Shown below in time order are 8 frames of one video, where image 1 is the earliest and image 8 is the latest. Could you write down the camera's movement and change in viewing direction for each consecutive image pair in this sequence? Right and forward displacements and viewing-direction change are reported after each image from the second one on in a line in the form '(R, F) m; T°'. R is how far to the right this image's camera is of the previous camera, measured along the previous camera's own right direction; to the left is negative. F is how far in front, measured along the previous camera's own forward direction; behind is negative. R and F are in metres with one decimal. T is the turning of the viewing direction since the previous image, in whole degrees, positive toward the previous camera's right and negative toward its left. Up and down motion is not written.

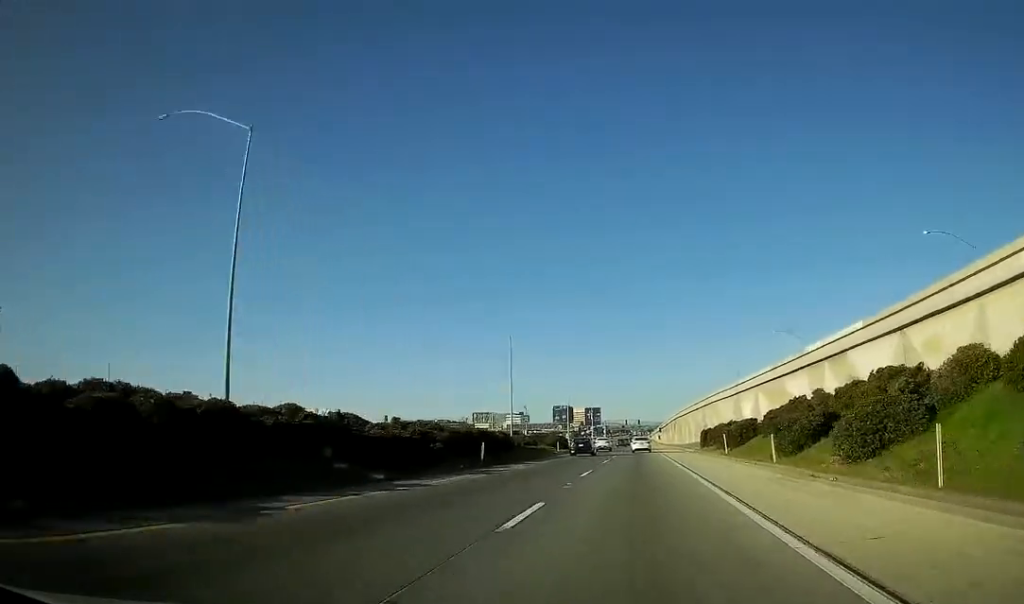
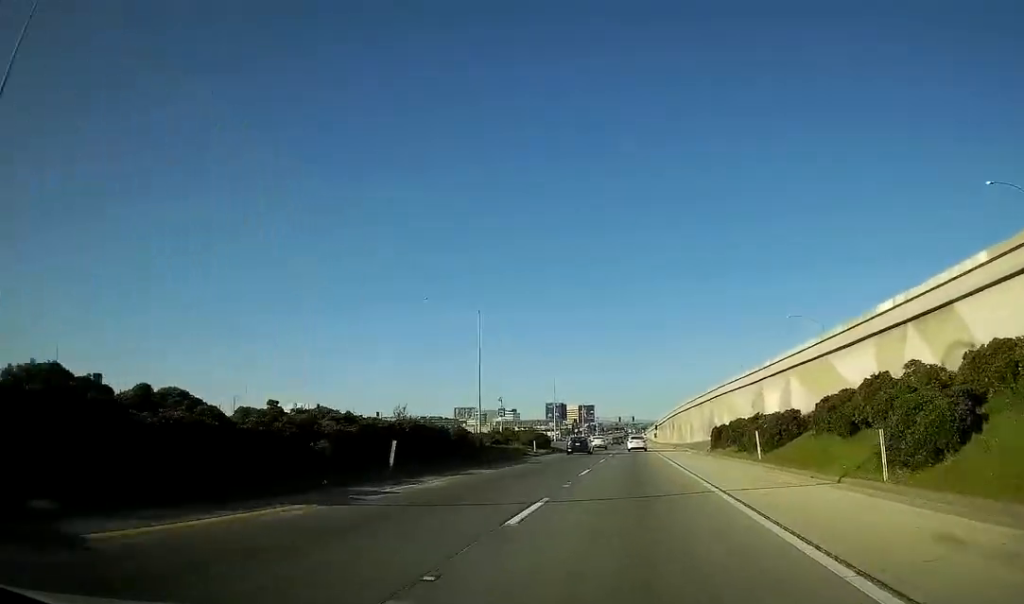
(0.0, +13.9) m; 0°
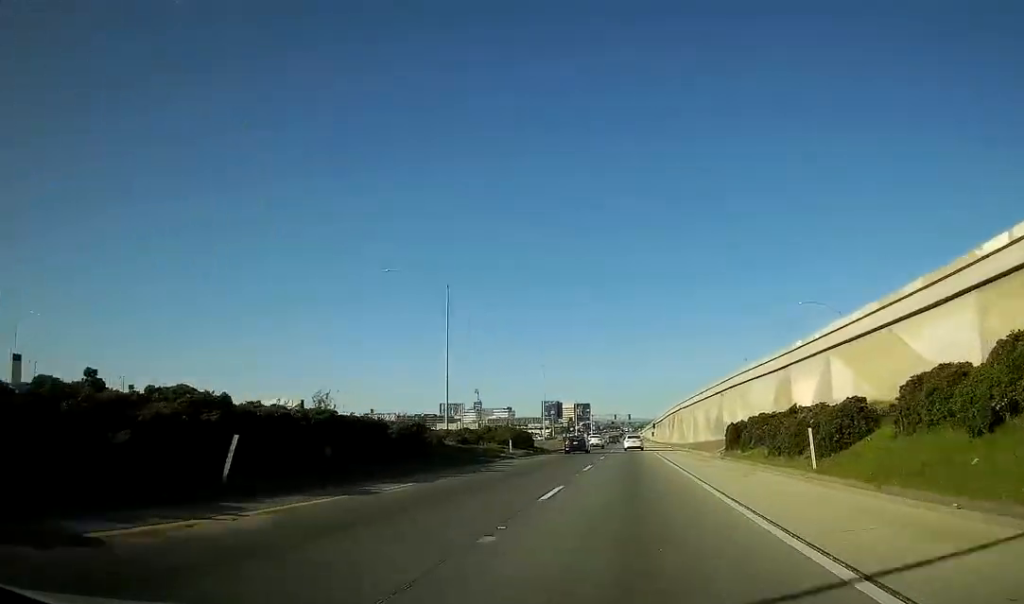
(0.0, +11.3) m; 0°
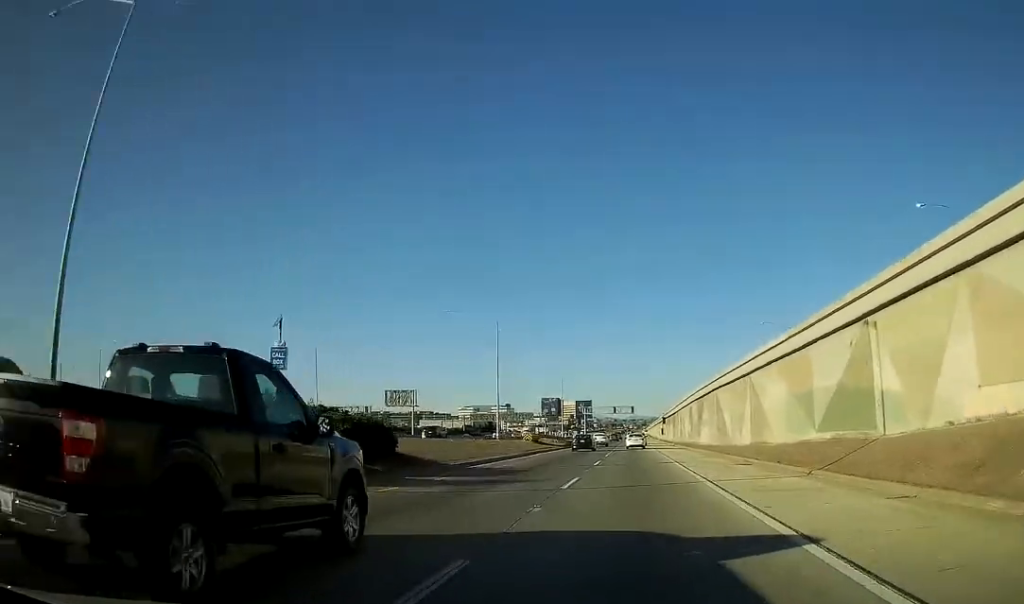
(0.0, +40.8) m; 0°
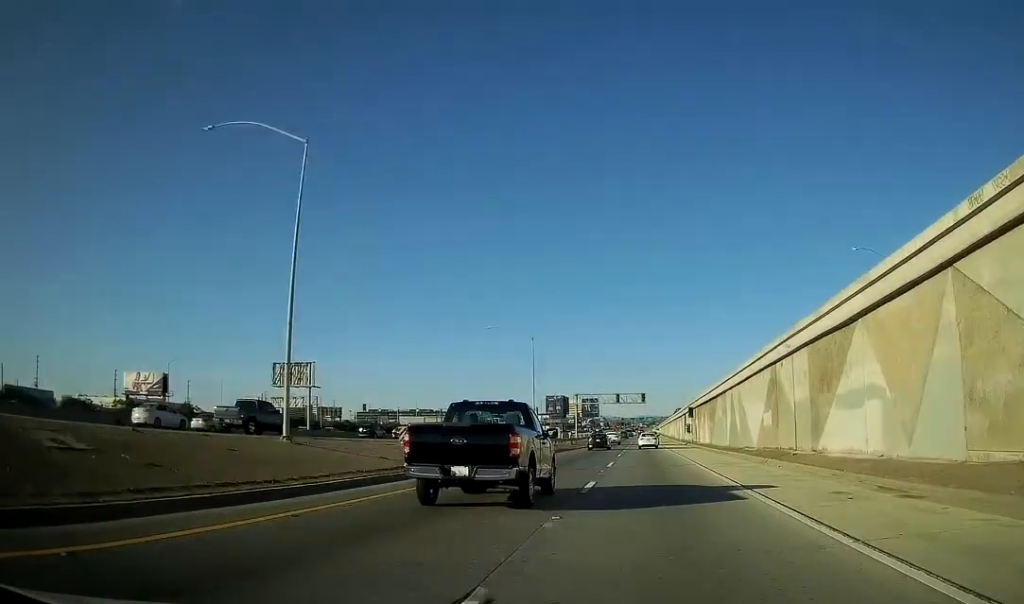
(-0.1, +46.4) m; -1°
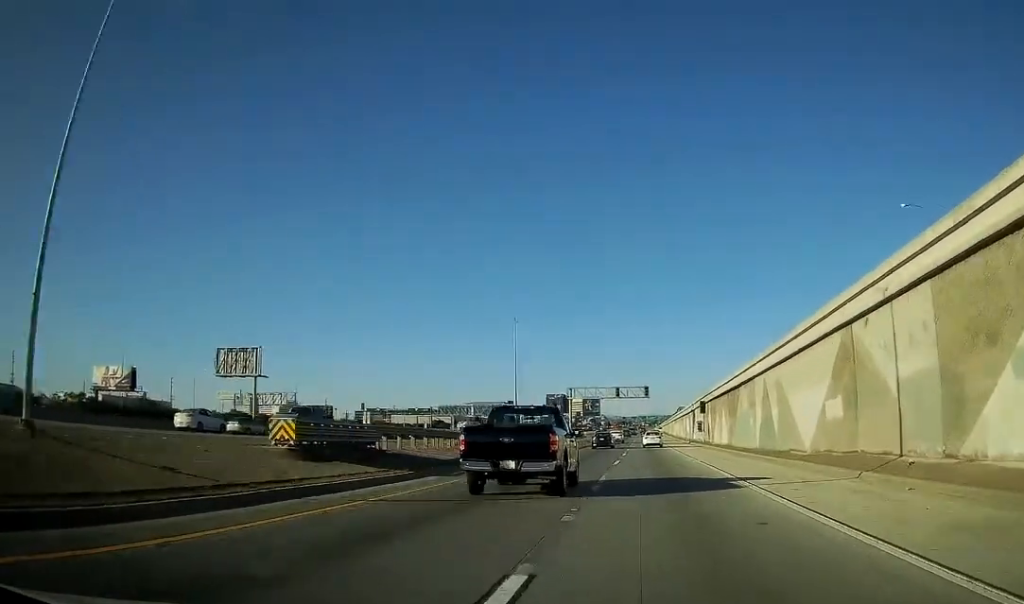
(+0.1, +13.2) m; -1°
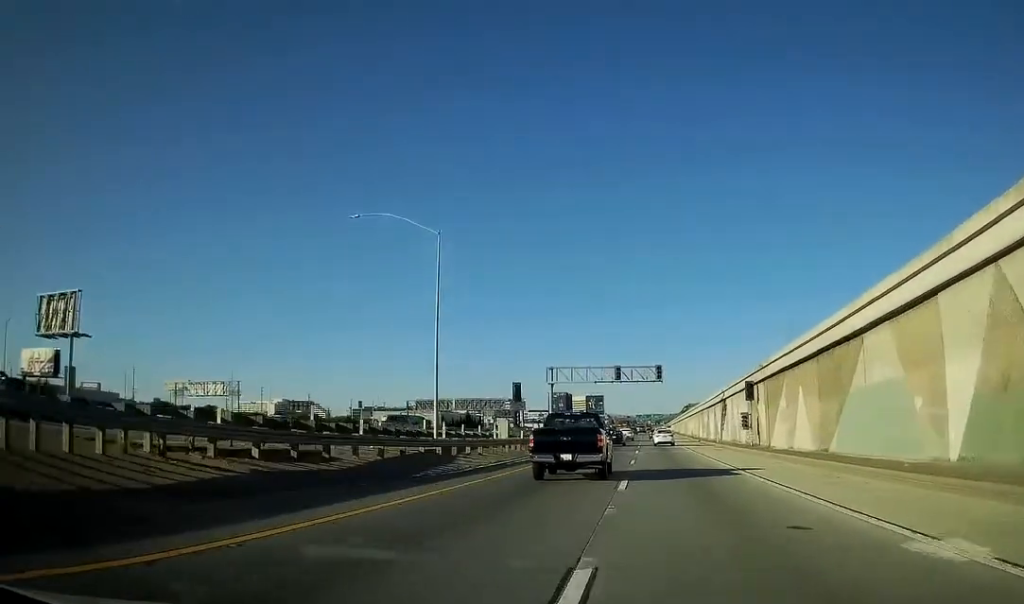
(-0.5, +29.1) m; 0°
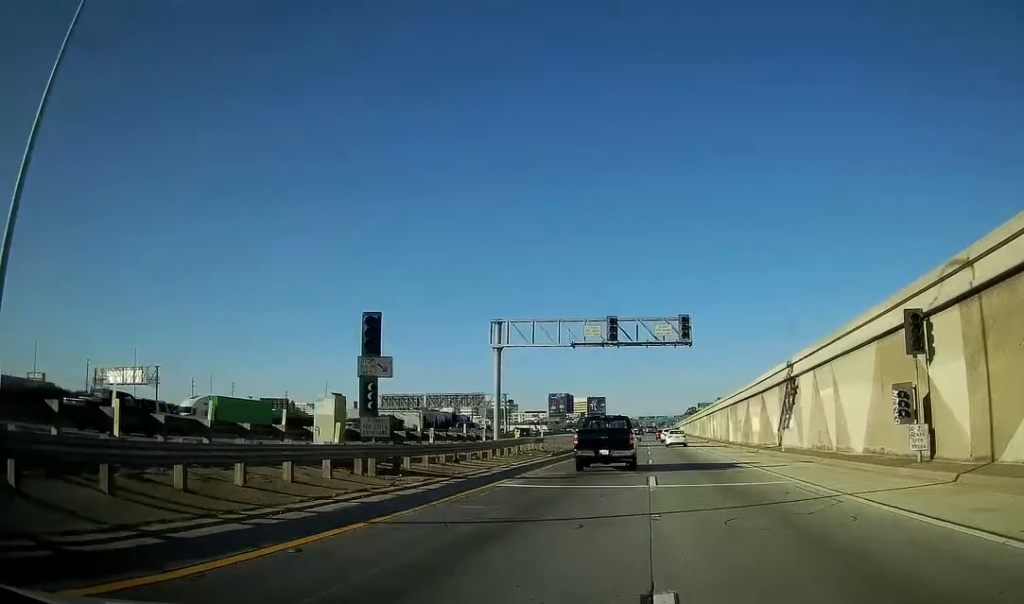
(+0.3, +29.9) m; 0°
